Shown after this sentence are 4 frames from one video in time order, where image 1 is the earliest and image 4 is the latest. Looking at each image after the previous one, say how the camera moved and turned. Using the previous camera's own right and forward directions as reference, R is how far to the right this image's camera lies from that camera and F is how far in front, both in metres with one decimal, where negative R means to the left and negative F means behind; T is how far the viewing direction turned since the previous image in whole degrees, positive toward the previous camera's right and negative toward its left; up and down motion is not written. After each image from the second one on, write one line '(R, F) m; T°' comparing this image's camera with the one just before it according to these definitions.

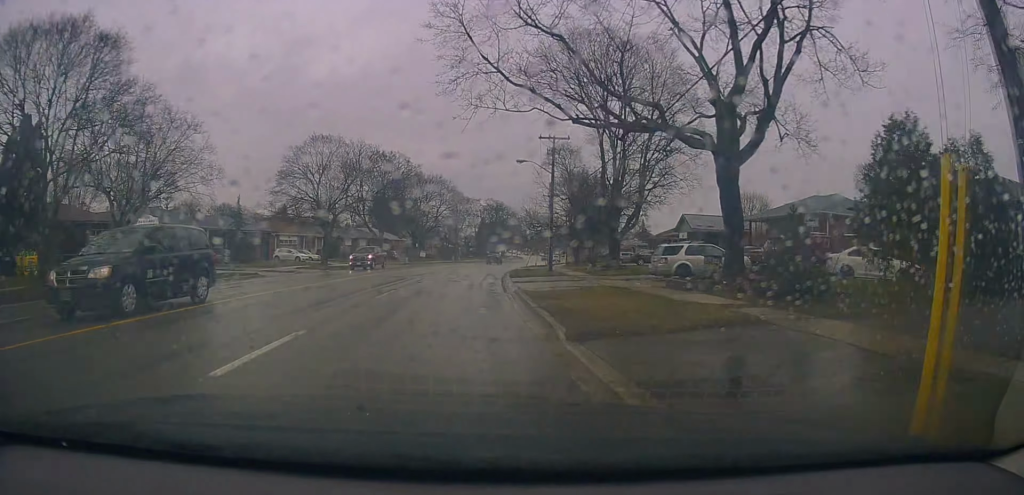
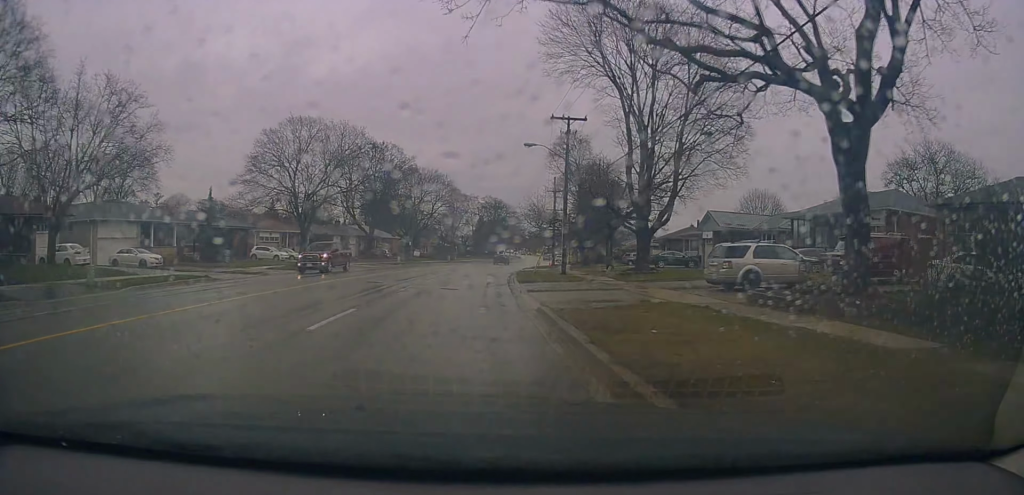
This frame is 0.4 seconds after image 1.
(0.0, +5.7) m; +1°
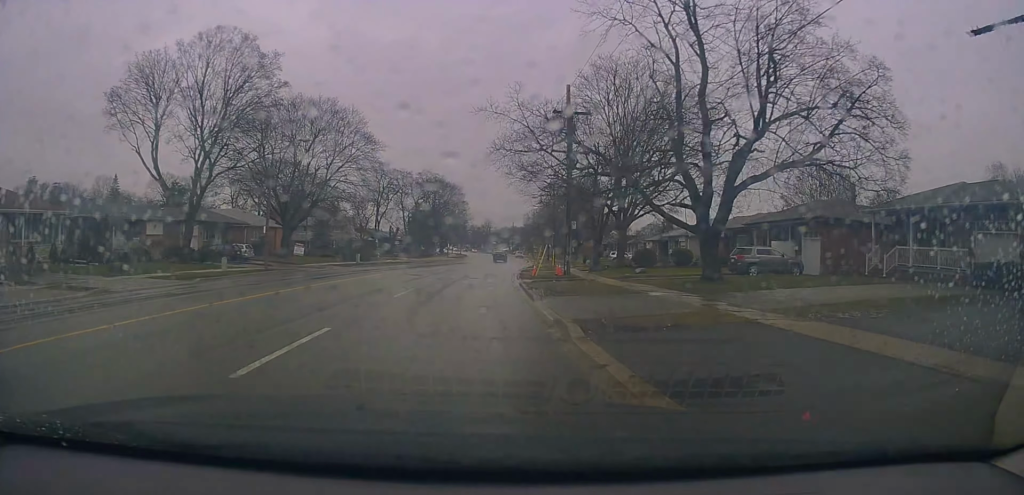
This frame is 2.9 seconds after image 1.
(+0.8, +38.0) m; +6°
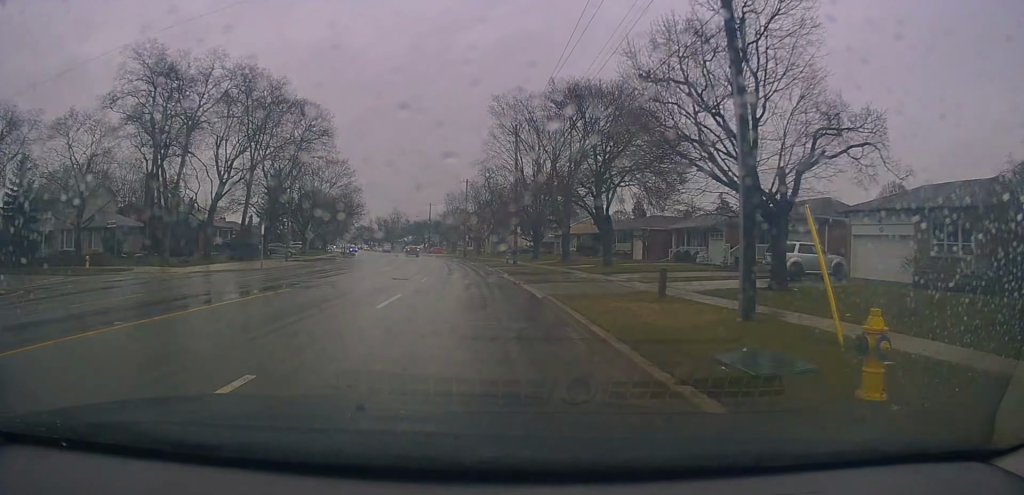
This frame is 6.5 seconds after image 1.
(+5.3, +62.4) m; +8°
